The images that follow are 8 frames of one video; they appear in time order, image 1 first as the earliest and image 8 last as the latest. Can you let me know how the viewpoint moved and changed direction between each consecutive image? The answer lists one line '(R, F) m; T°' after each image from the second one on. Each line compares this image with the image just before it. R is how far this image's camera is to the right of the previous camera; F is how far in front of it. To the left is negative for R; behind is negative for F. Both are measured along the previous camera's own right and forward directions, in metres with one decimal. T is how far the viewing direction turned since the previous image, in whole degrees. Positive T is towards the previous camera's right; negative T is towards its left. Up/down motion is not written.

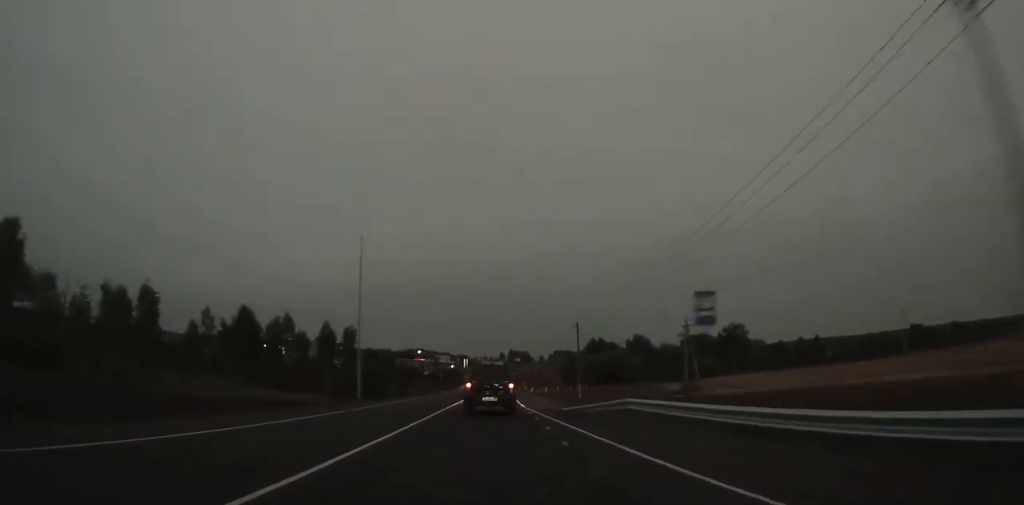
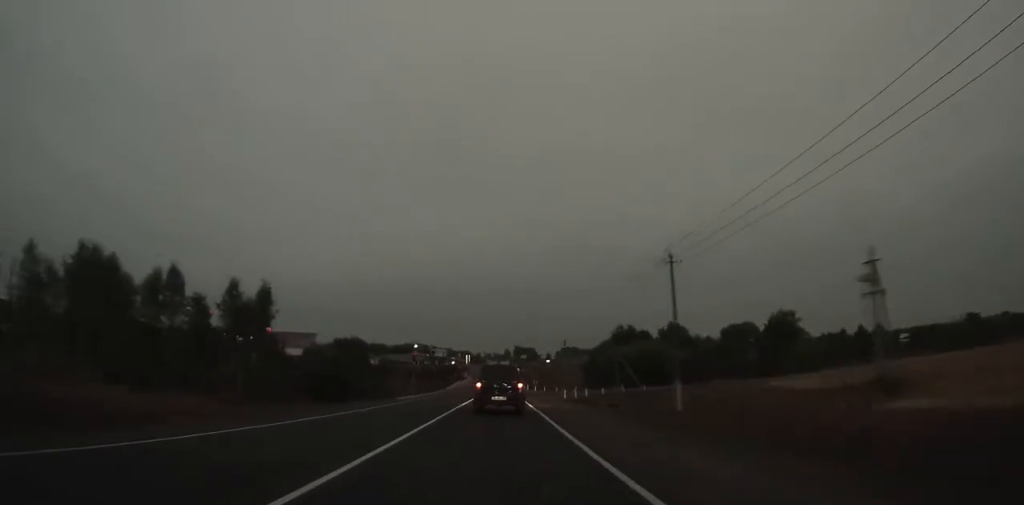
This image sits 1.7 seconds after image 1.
(0.0, +36.7) m; 0°
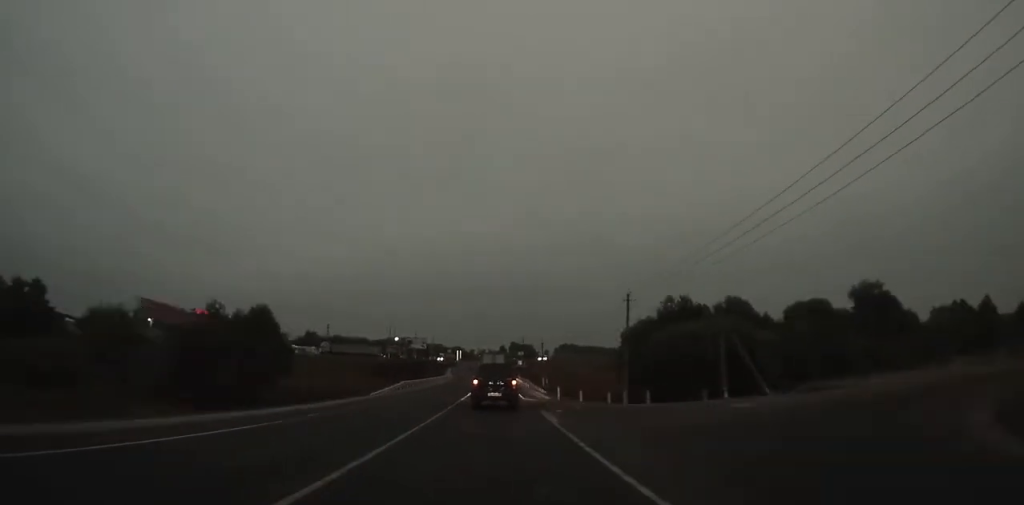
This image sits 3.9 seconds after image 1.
(-0.1, +47.6) m; 0°
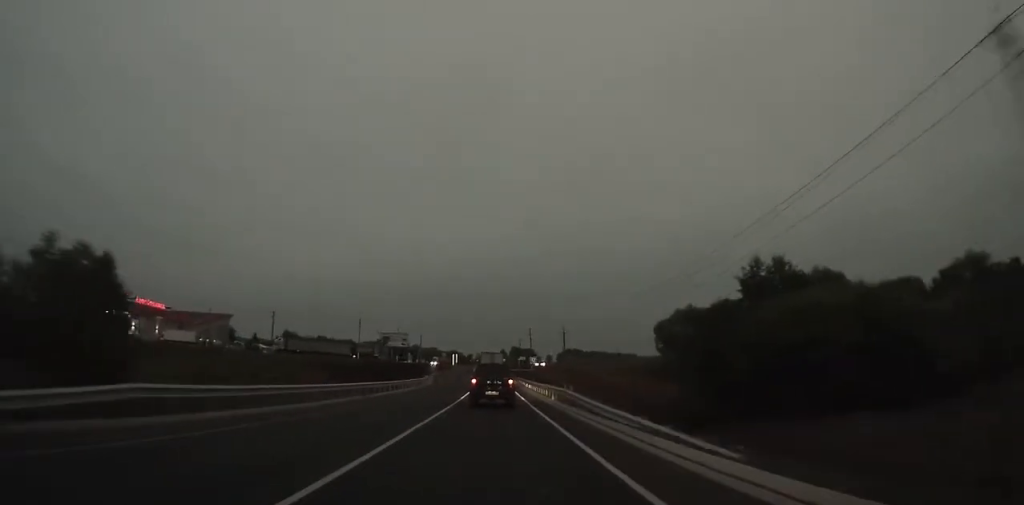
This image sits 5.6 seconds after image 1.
(+0.1, +36.6) m; 0°
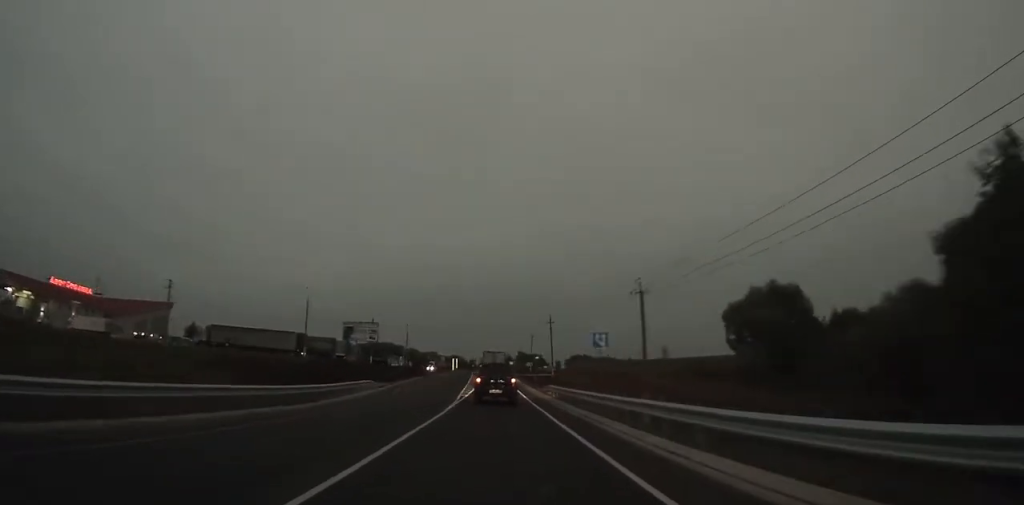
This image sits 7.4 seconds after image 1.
(+0.1, +38.6) m; 0°
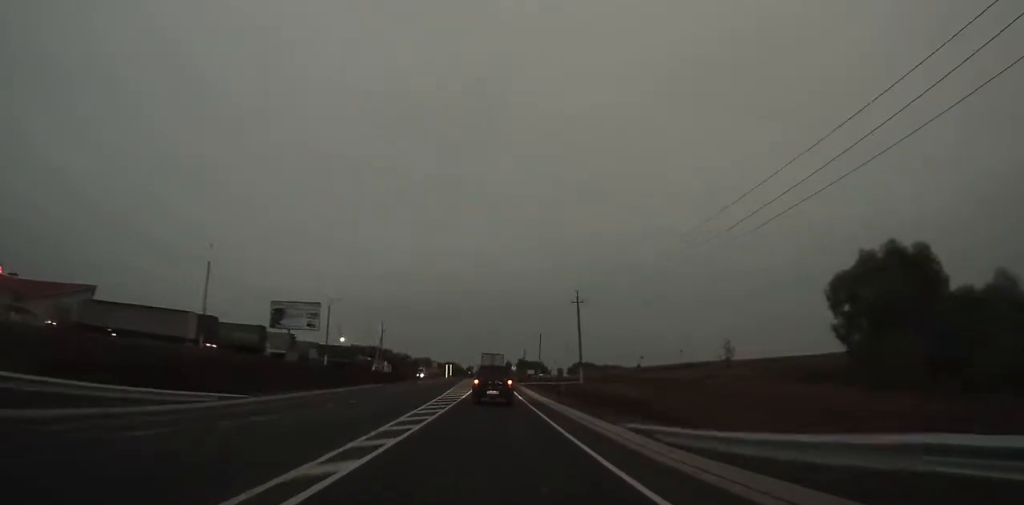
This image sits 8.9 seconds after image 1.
(-0.1, +31.6) m; 0°
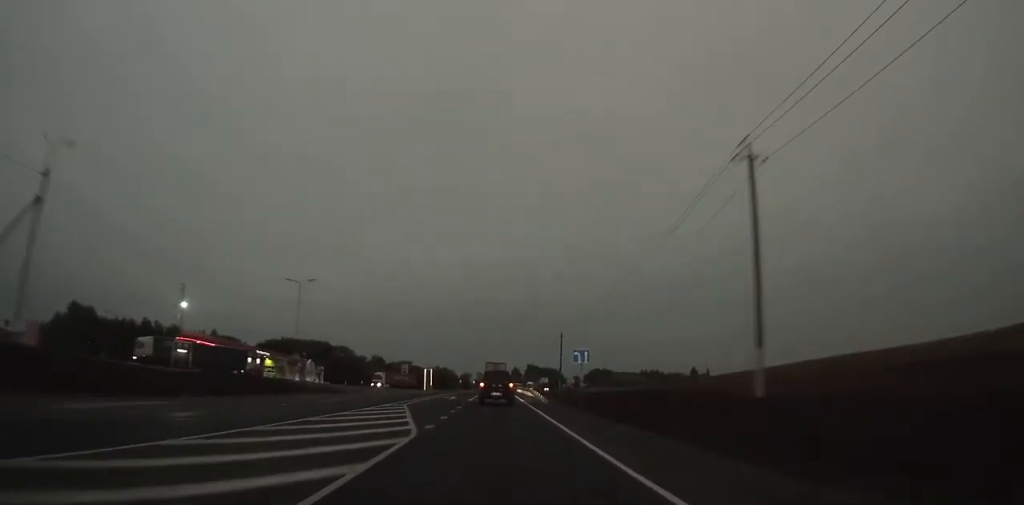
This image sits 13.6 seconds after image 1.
(-0.4, +96.7) m; 0°
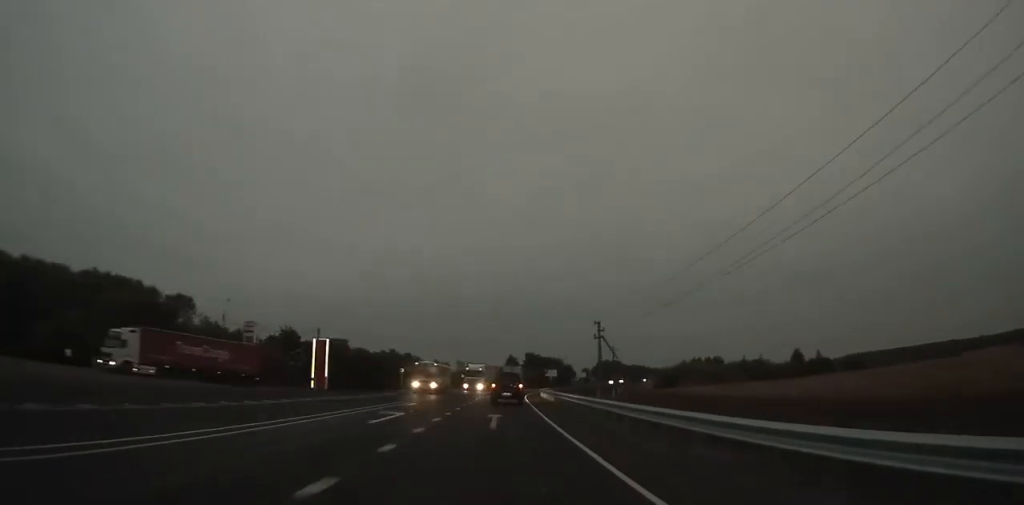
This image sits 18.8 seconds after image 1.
(+0.7, +103.2) m; +2°
